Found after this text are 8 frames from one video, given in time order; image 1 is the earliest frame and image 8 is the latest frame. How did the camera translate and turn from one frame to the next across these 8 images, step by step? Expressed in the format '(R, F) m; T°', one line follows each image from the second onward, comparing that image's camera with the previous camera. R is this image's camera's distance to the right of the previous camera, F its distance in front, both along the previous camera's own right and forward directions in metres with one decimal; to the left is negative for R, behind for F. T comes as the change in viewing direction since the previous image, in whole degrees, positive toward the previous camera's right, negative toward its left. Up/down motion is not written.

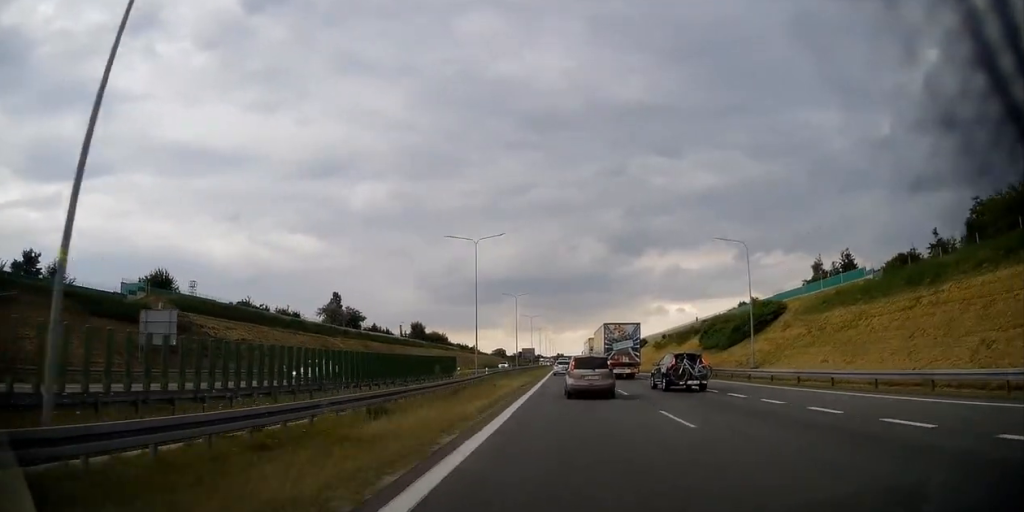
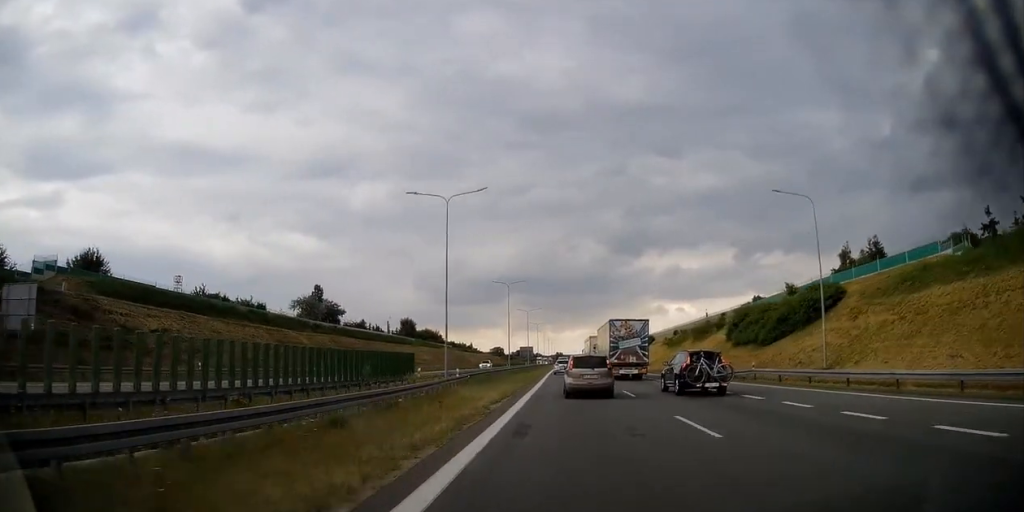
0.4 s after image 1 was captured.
(+0.1, +14.2) m; 0°
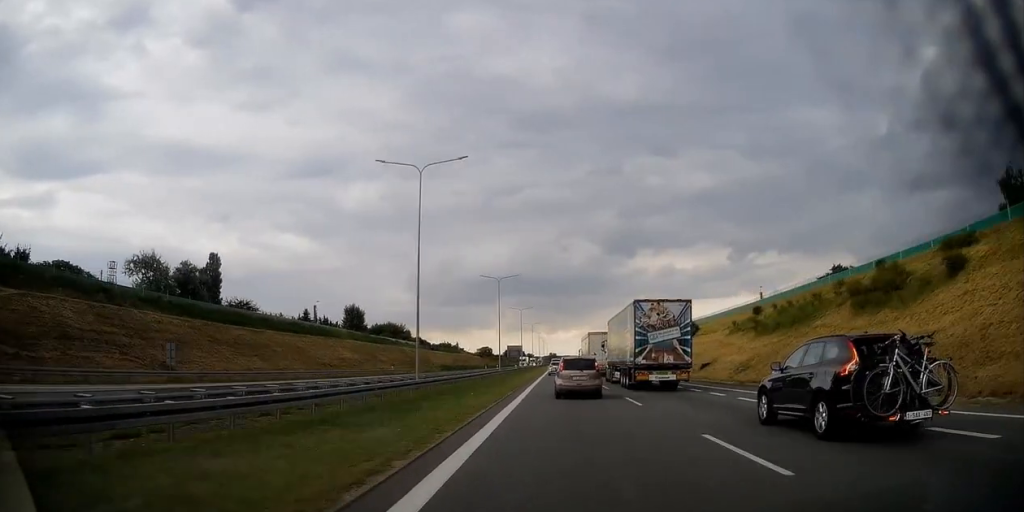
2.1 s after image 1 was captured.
(0.0, +52.0) m; 0°
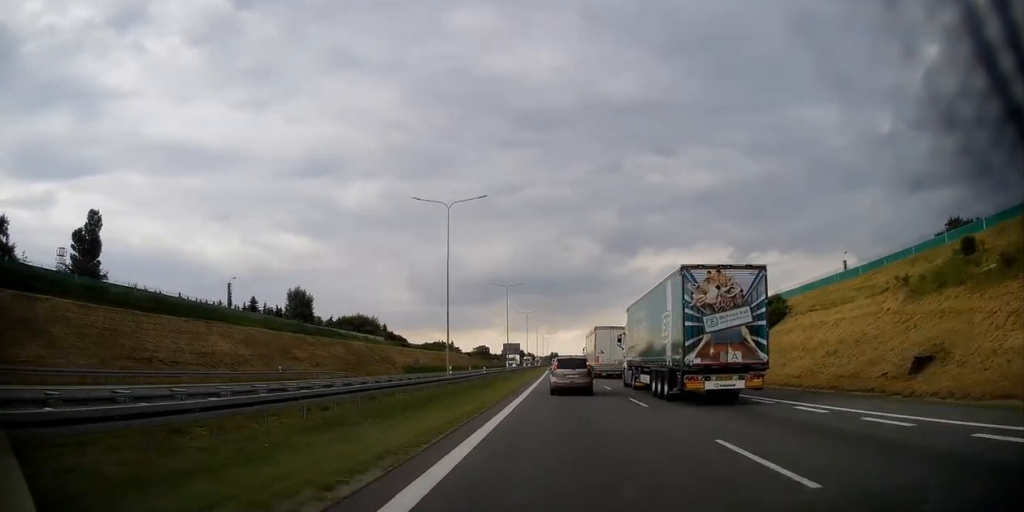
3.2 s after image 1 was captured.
(-0.1, +36.8) m; 0°
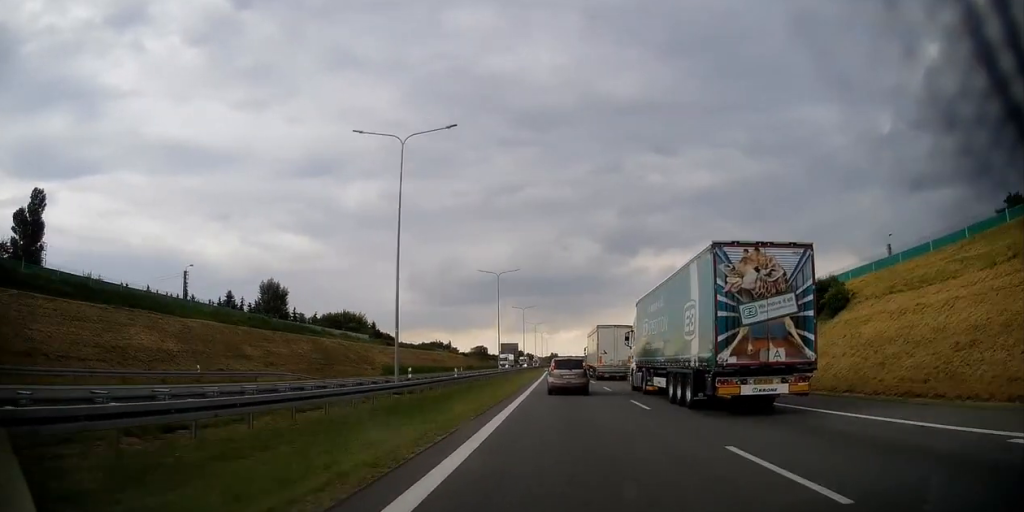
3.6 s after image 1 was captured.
(-0.1, +12.6) m; 0°
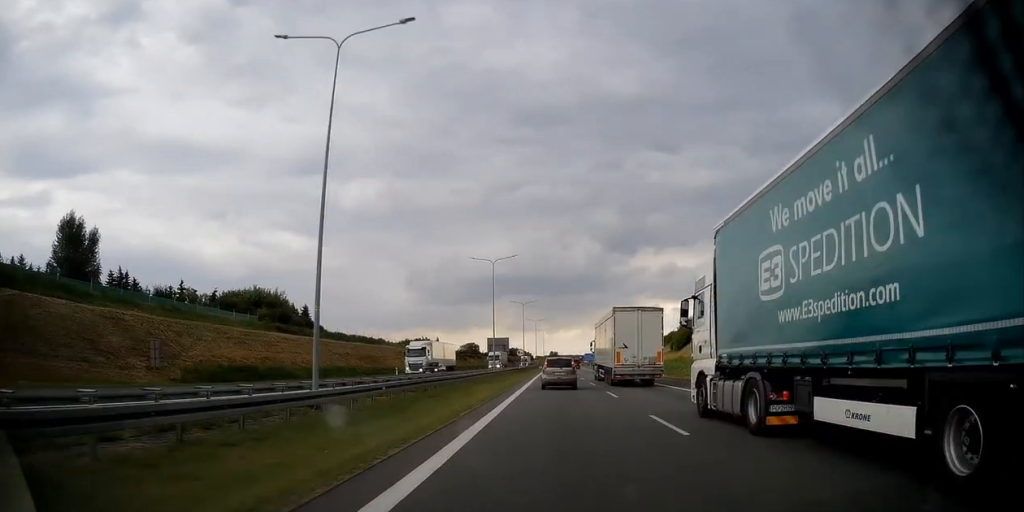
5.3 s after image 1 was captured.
(+0.6, +54.1) m; +1°
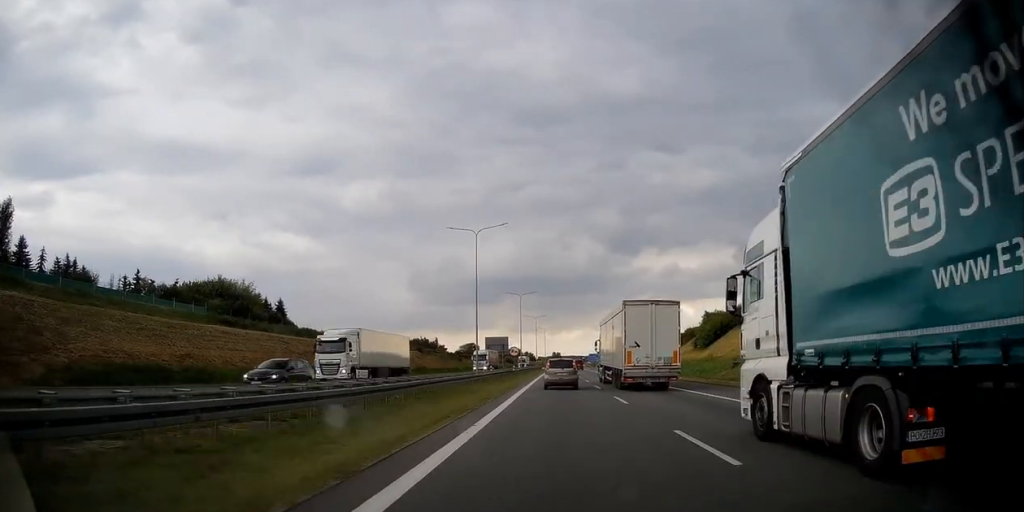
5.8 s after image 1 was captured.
(0.0, +15.0) m; 0°
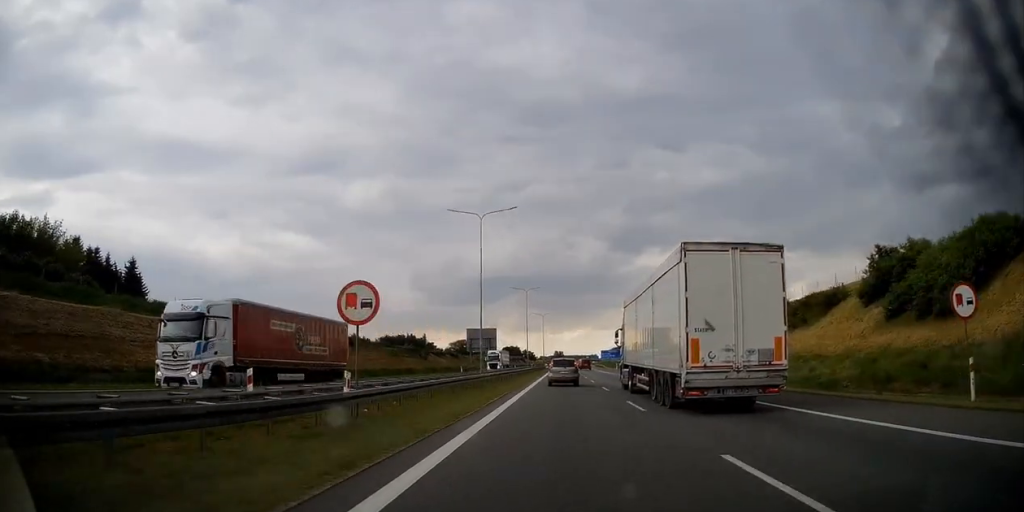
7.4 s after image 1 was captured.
(-0.1, +50.9) m; 0°
